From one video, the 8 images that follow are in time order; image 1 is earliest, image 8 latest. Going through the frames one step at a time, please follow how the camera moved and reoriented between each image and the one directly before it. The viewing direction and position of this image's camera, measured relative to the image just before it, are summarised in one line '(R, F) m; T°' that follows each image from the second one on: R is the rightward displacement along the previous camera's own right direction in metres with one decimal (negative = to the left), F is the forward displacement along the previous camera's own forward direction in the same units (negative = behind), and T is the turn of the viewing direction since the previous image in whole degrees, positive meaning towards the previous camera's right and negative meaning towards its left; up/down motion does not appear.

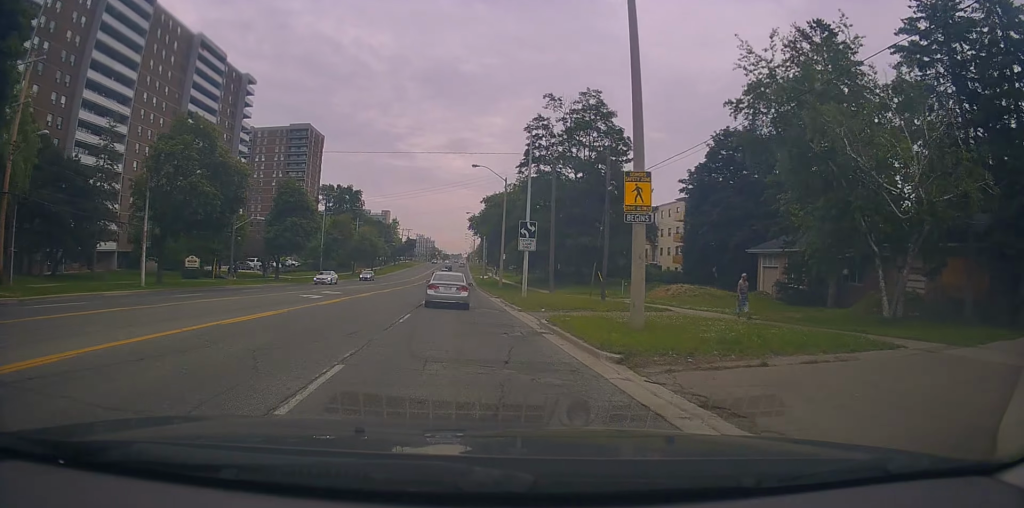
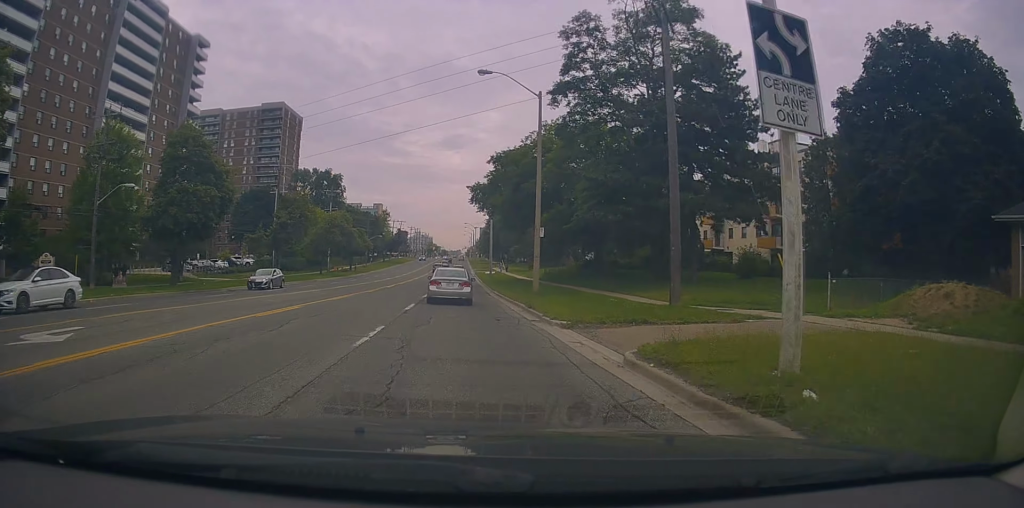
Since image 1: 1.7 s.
(-0.6, +23.4) m; -2°
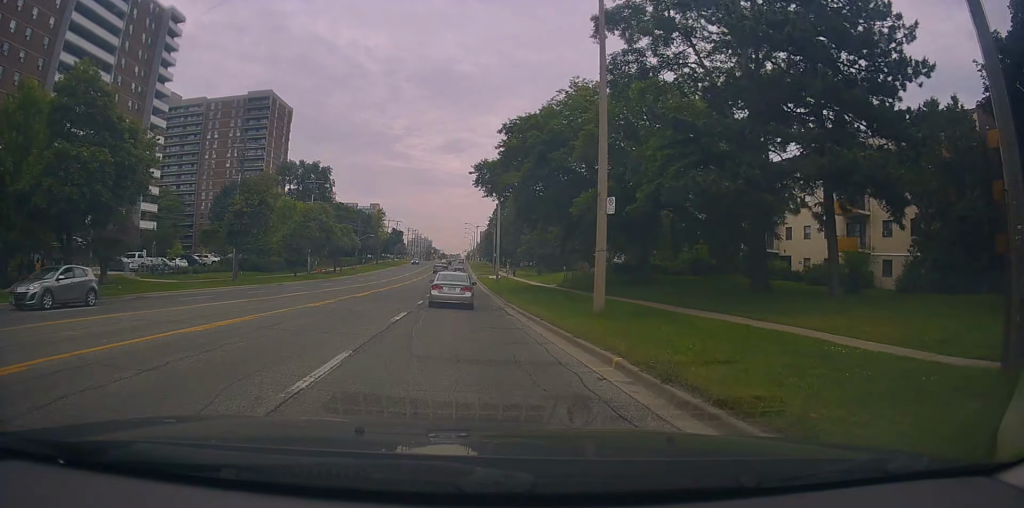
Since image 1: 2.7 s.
(+0.1, +12.6) m; +1°
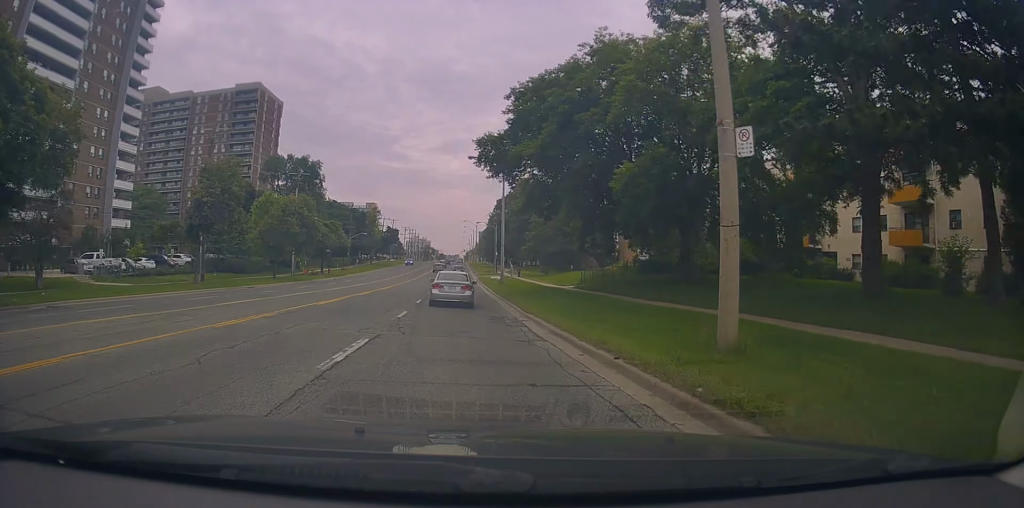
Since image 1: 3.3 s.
(-0.1, +8.0) m; +1°
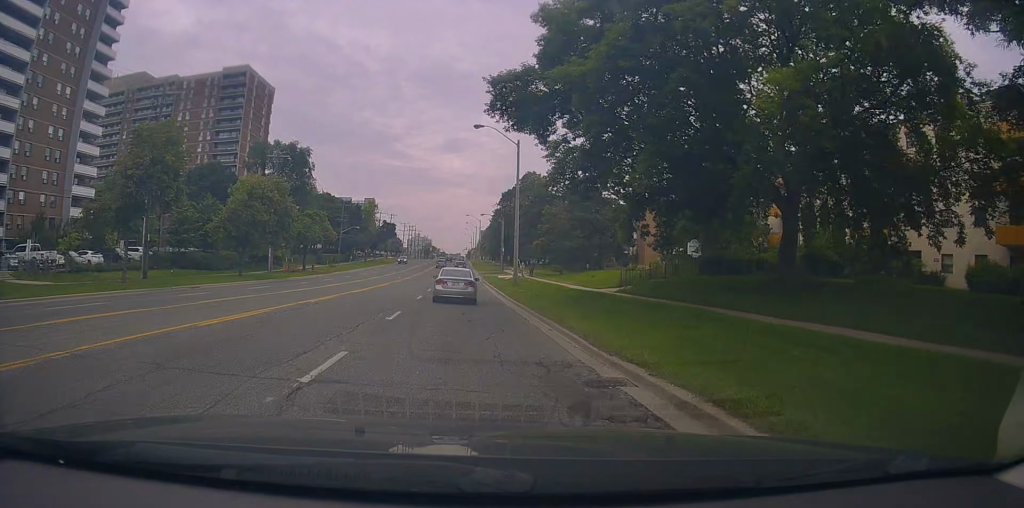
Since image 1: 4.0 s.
(+0.3, +10.1) m; 0°
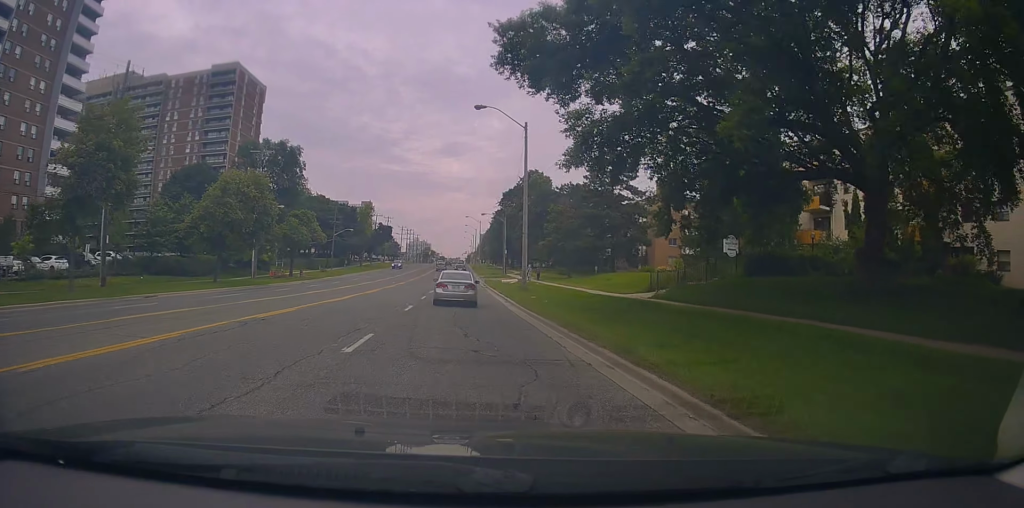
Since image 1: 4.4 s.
(+0.1, +5.3) m; 0°
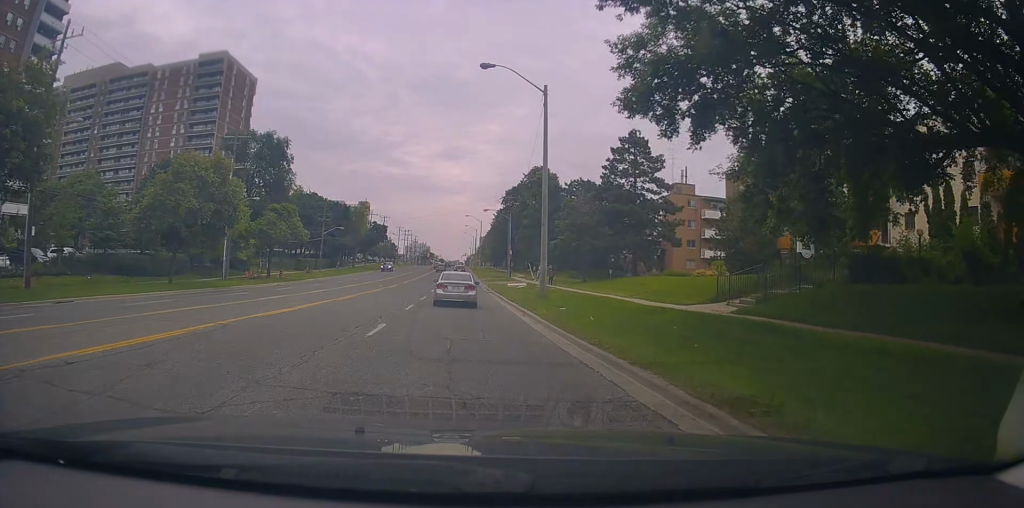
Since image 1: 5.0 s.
(-0.1, +7.4) m; -1°
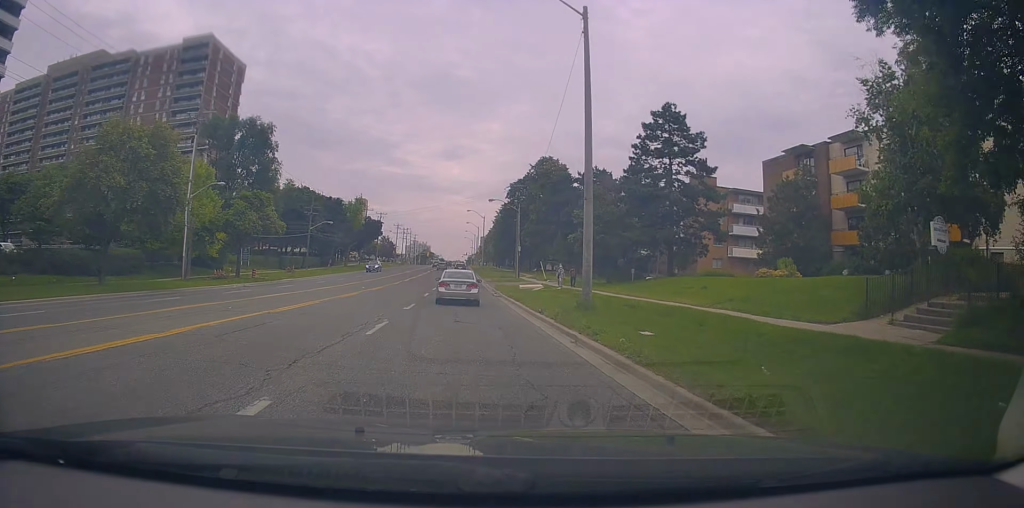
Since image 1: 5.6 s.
(-0.1, +8.6) m; 0°
